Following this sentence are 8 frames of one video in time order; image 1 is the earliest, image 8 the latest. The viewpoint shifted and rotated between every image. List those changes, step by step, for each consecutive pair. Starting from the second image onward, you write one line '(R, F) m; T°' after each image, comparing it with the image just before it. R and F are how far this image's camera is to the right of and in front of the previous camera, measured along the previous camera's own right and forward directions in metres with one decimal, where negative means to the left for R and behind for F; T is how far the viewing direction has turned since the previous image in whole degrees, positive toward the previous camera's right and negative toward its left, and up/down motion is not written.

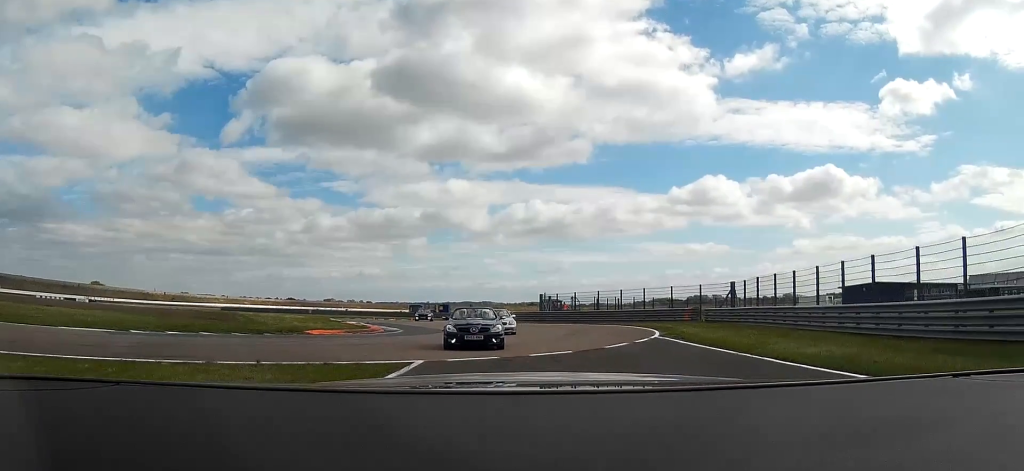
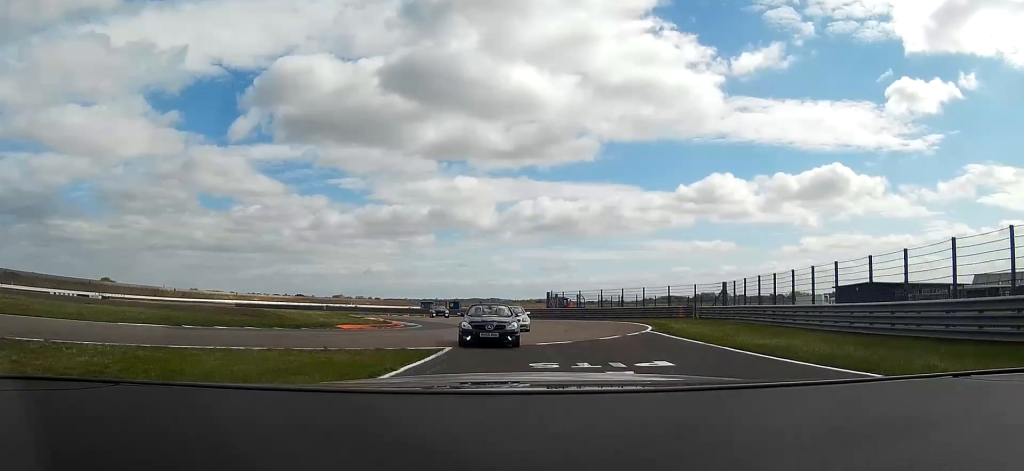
(+0.1, +3.8) m; -1°
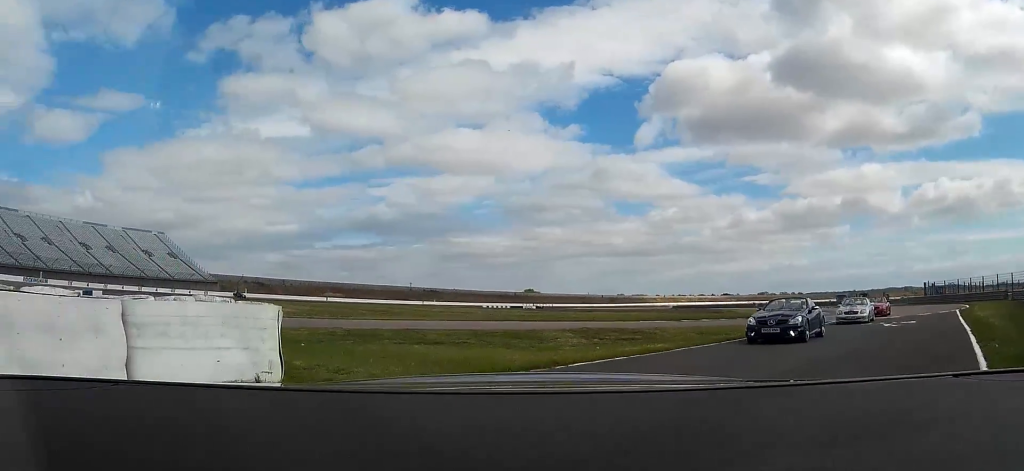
(-3.1, +17.5) m; -32°
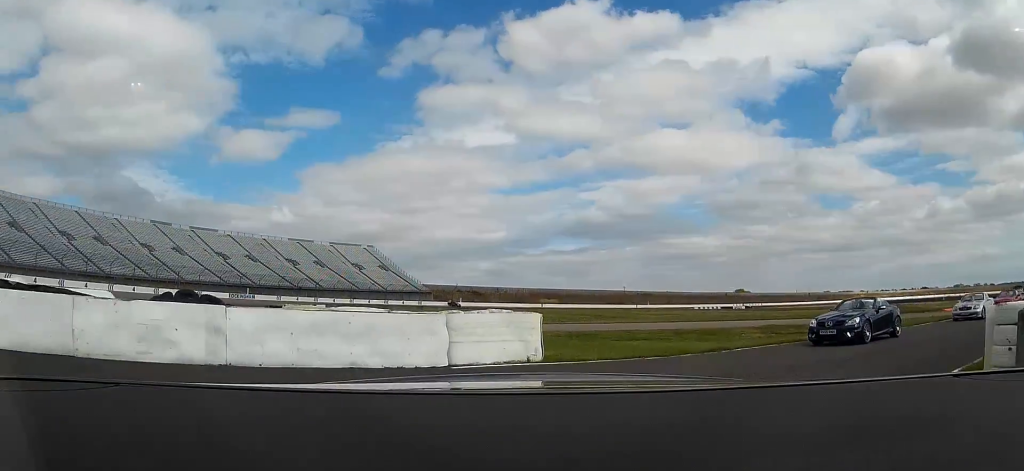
(-1.0, +5.0) m; -15°
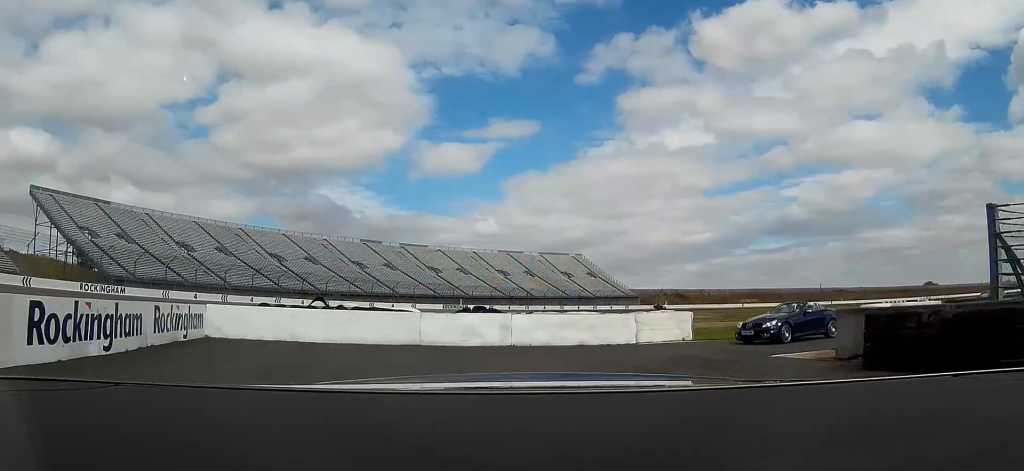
(-1.6, +8.2) m; -18°
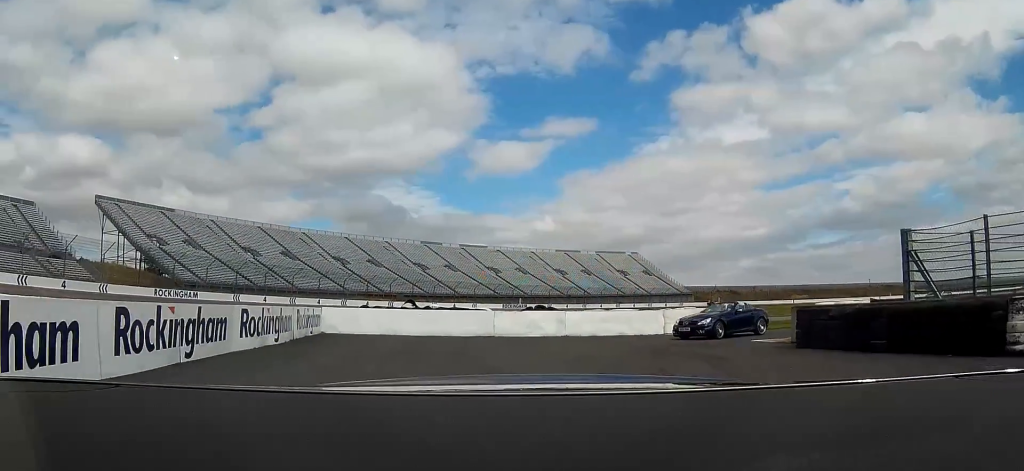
(-0.4, +5.0) m; -7°
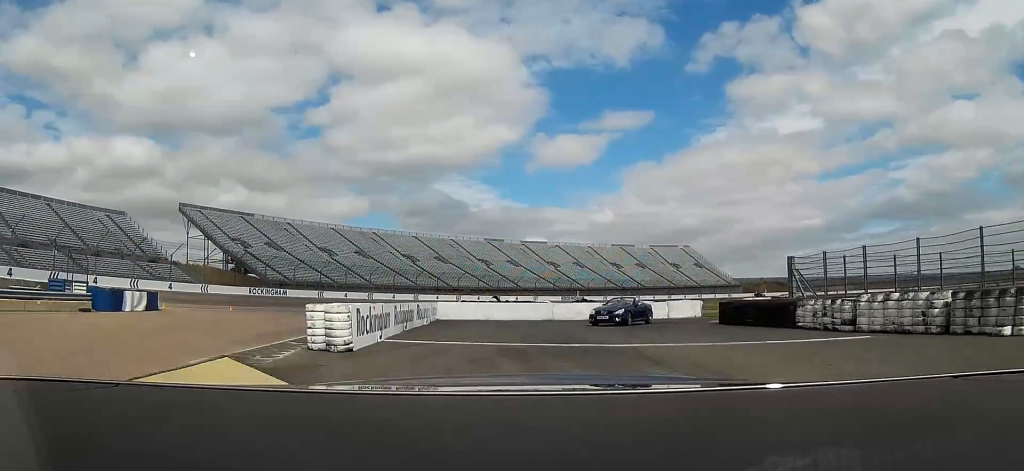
(-1.0, +11.2) m; -10°
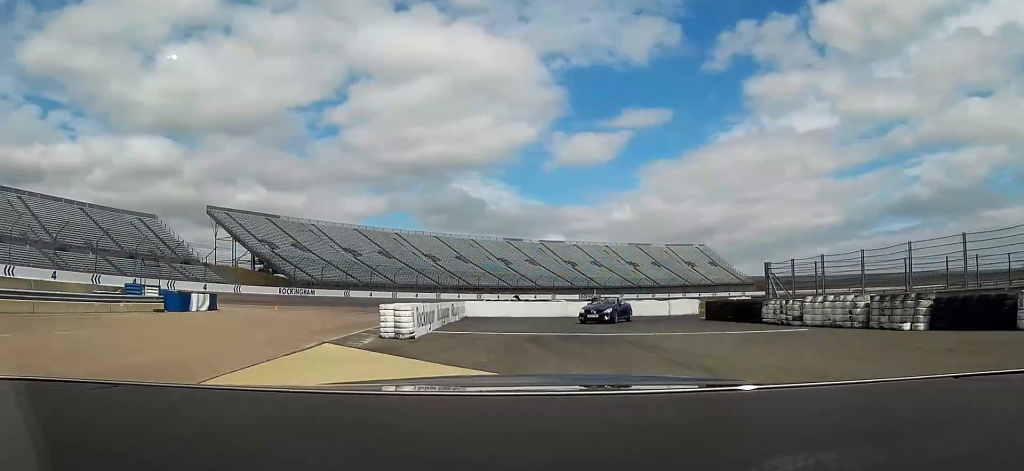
(0.0, +4.5) m; -3°
